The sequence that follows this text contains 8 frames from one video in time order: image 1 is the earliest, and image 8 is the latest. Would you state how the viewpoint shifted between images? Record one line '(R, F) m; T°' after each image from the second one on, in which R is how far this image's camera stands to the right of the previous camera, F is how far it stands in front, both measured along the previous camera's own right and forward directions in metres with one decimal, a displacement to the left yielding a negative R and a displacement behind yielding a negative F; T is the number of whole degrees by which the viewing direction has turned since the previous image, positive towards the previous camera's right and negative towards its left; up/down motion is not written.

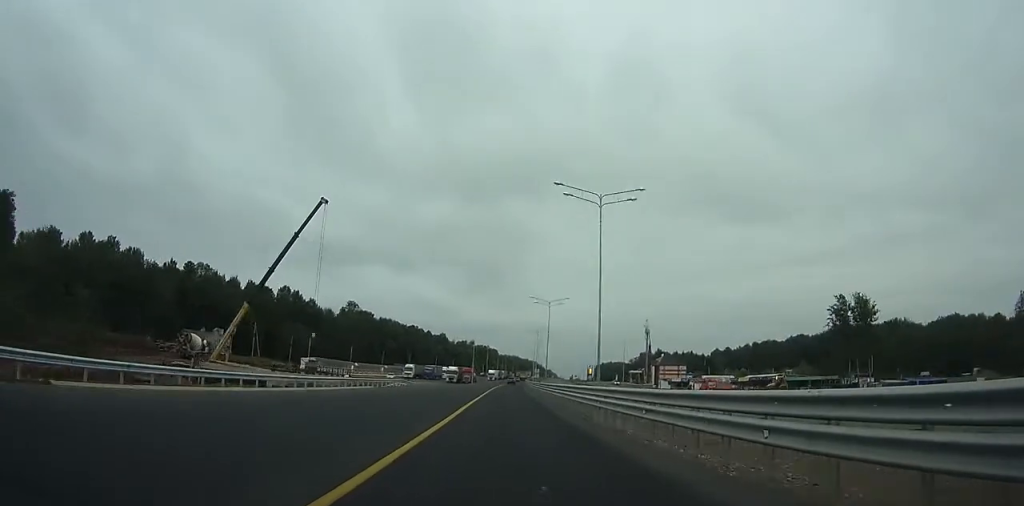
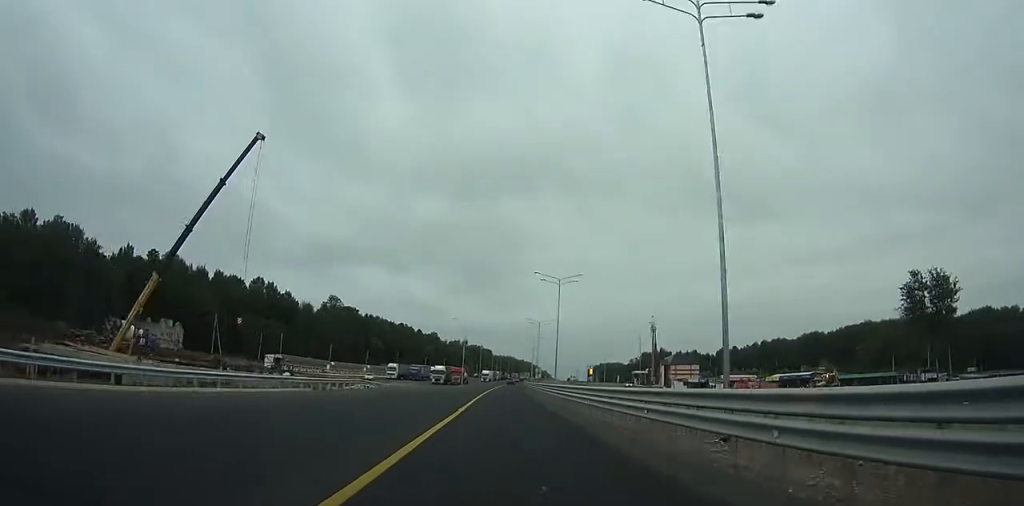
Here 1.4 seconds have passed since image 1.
(+0.1, +18.4) m; +1°
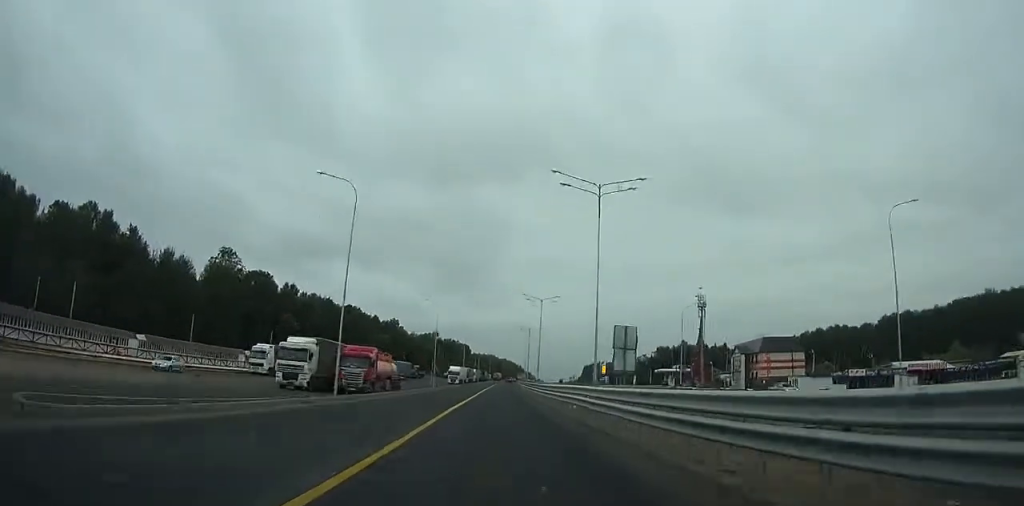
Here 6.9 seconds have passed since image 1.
(+1.2, +72.2) m; +1°
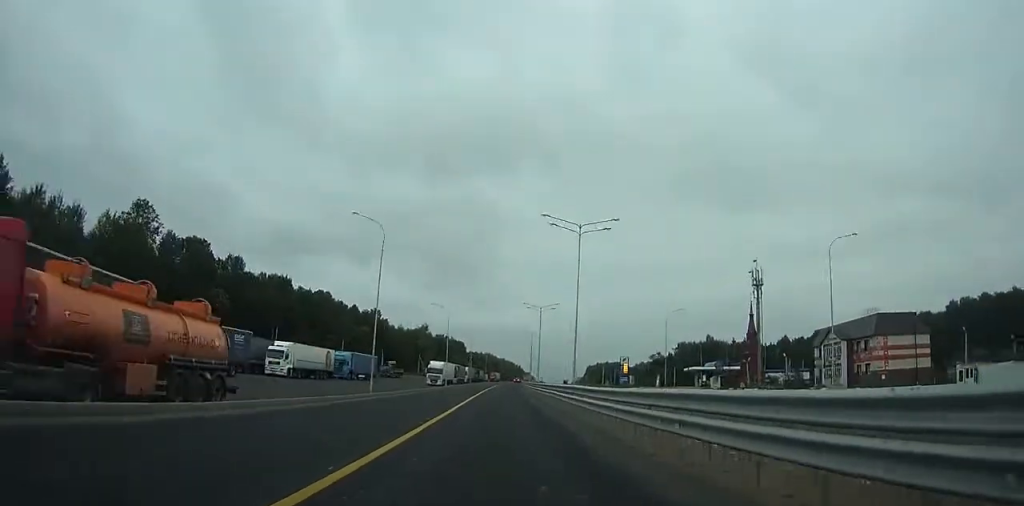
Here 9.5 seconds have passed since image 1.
(+0.2, +35.1) m; 0°
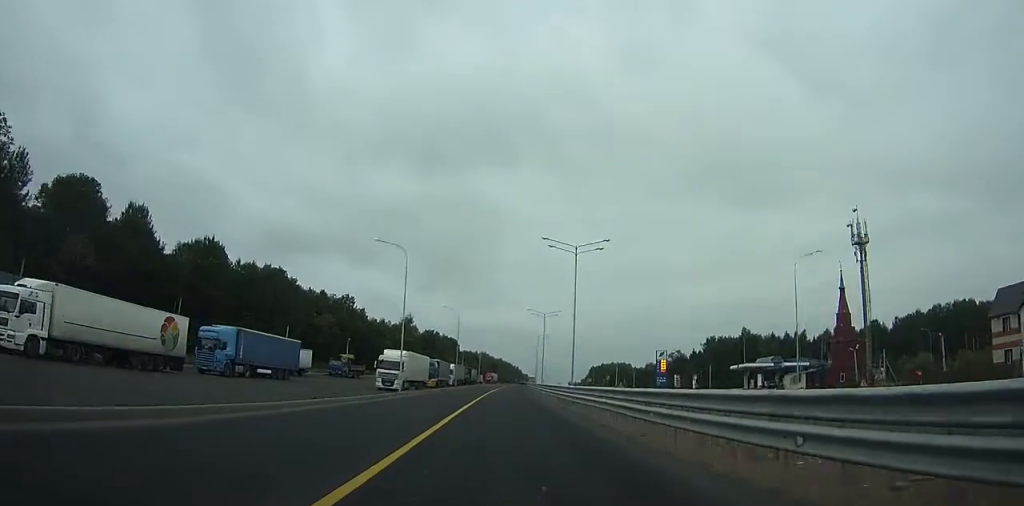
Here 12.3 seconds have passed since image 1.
(+0.1, +38.6) m; 0°
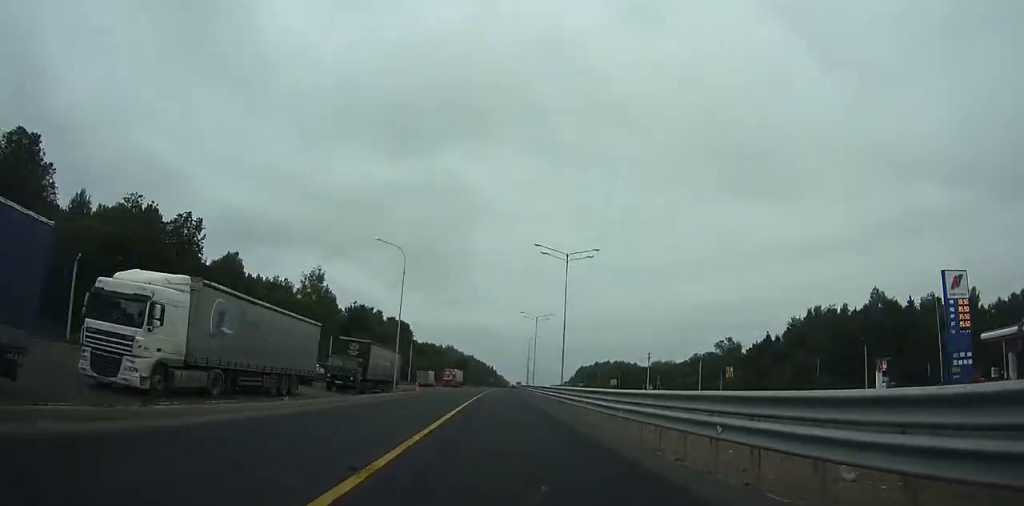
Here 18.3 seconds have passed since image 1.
(-0.7, +85.1) m; +1°
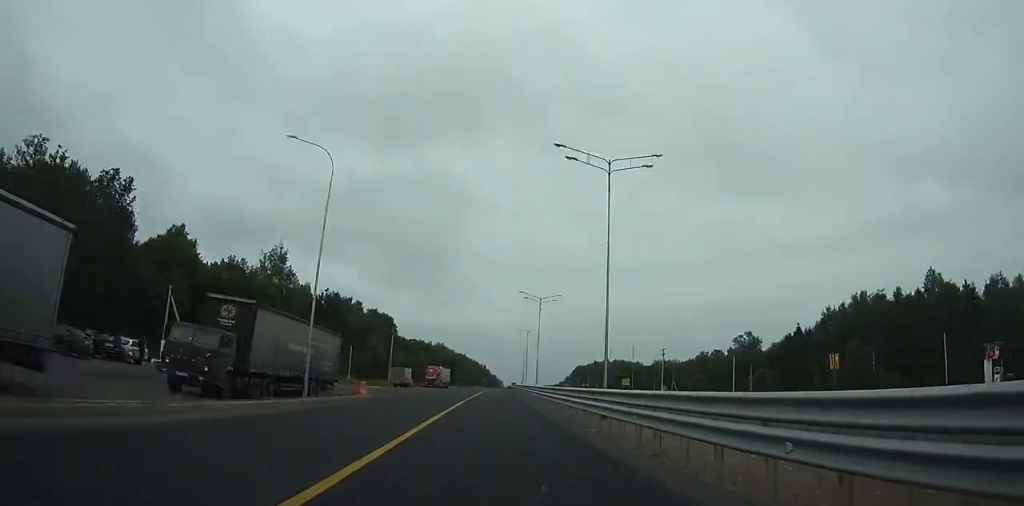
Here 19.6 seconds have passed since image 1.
(-0.3, +18.8) m; +1°
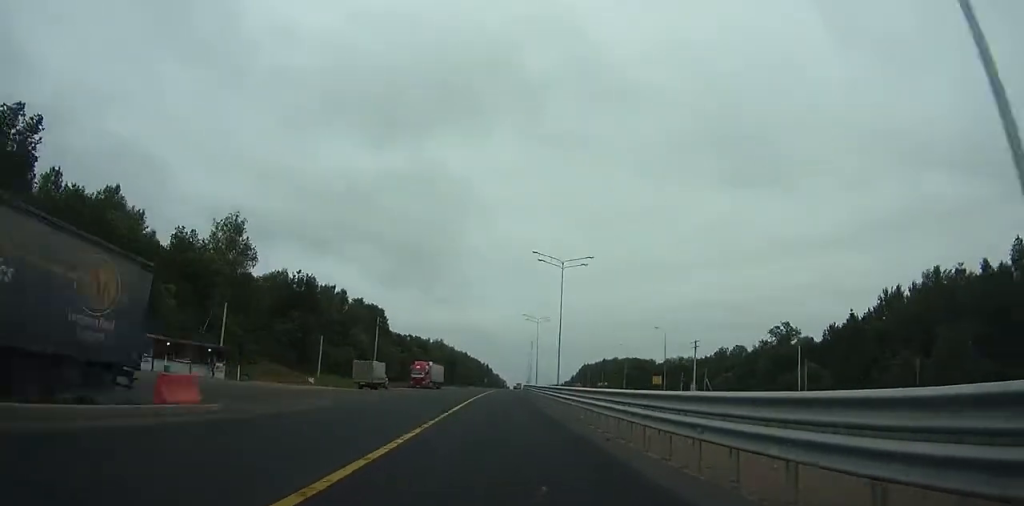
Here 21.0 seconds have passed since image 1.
(+1.3, +20.8) m; +1°
